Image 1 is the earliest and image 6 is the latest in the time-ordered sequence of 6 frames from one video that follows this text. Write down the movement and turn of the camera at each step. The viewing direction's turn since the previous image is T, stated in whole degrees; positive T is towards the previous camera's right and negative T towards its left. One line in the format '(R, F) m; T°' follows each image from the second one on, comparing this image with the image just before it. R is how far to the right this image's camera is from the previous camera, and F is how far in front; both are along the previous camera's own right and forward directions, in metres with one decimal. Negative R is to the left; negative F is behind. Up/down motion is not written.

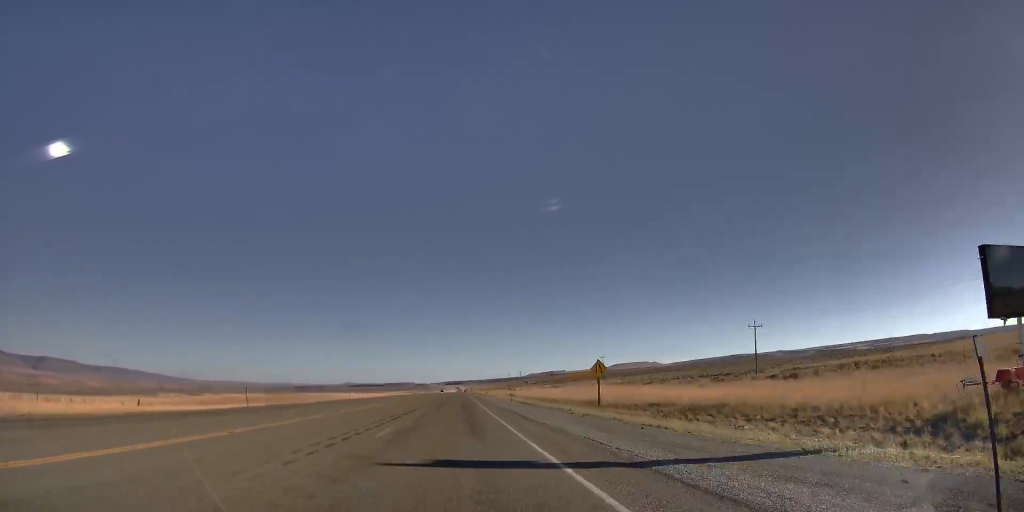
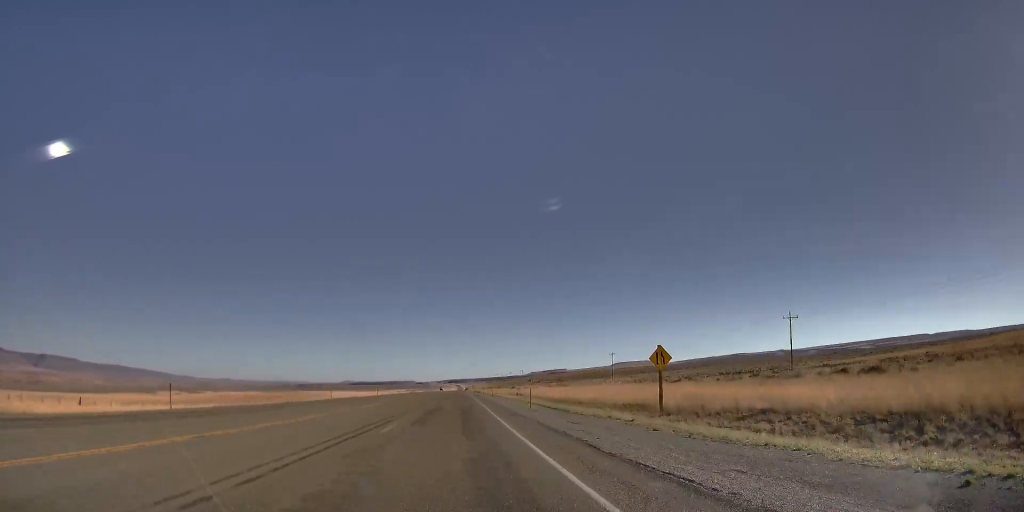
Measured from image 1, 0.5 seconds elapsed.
(0.0, +13.7) m; 0°
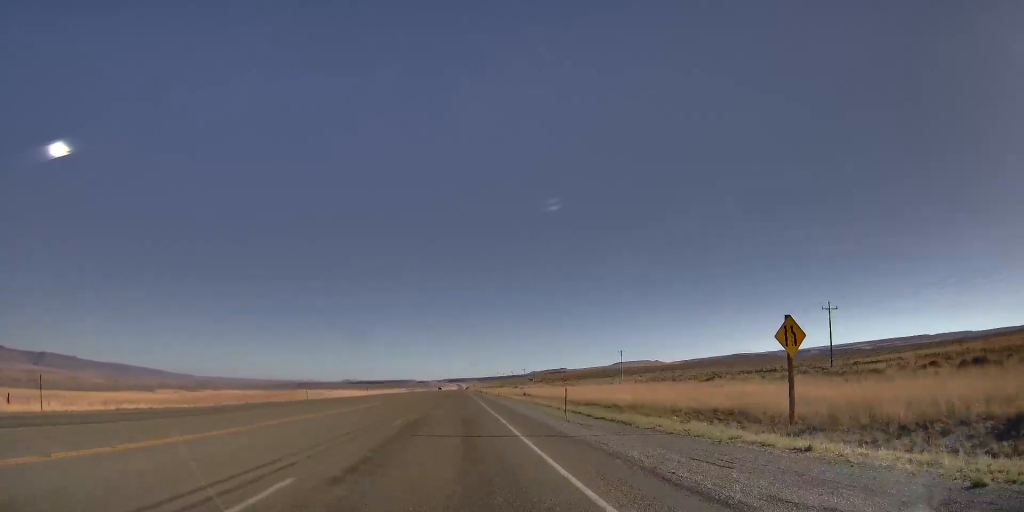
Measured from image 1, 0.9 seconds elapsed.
(+0.1, +12.8) m; 0°
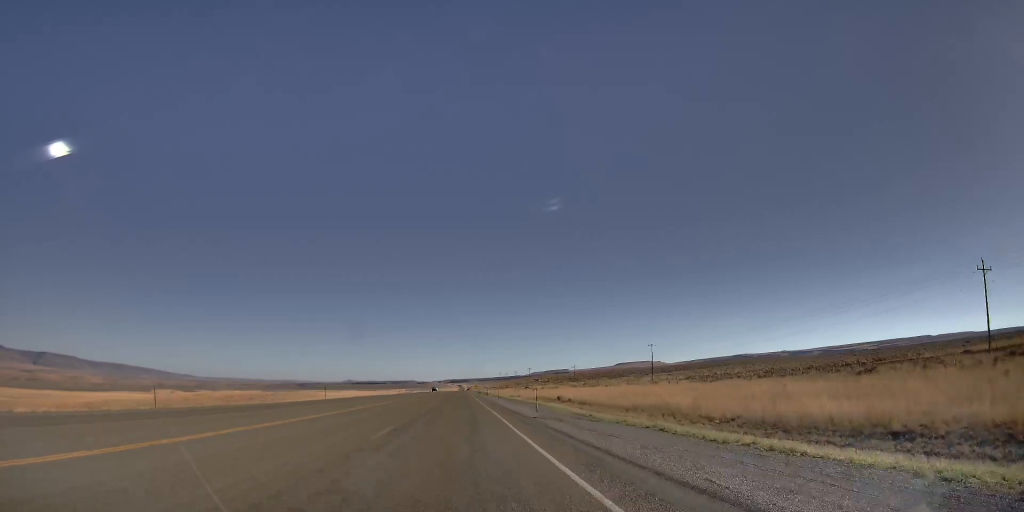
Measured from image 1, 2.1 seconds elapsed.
(+0.2, +35.3) m; 0°
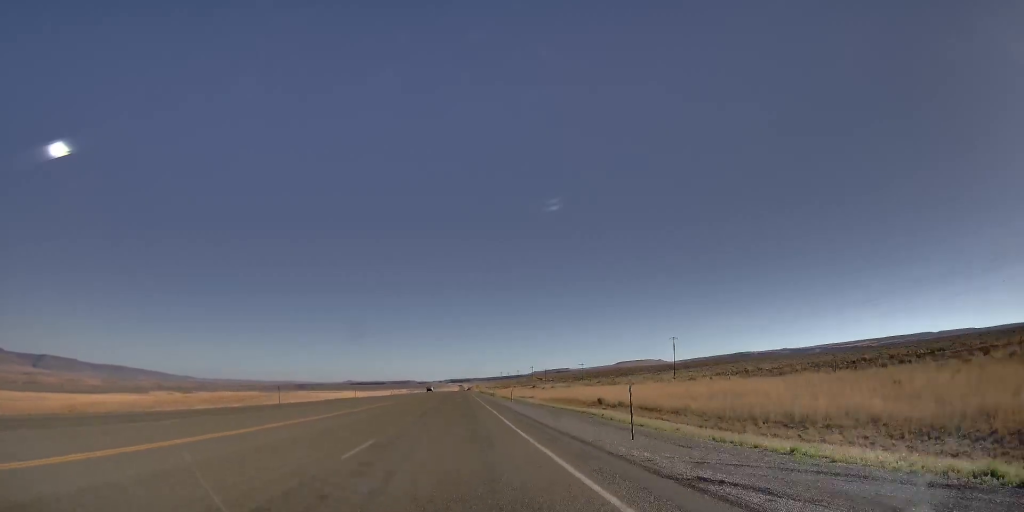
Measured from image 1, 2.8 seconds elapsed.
(-0.2, +19.7) m; 0°
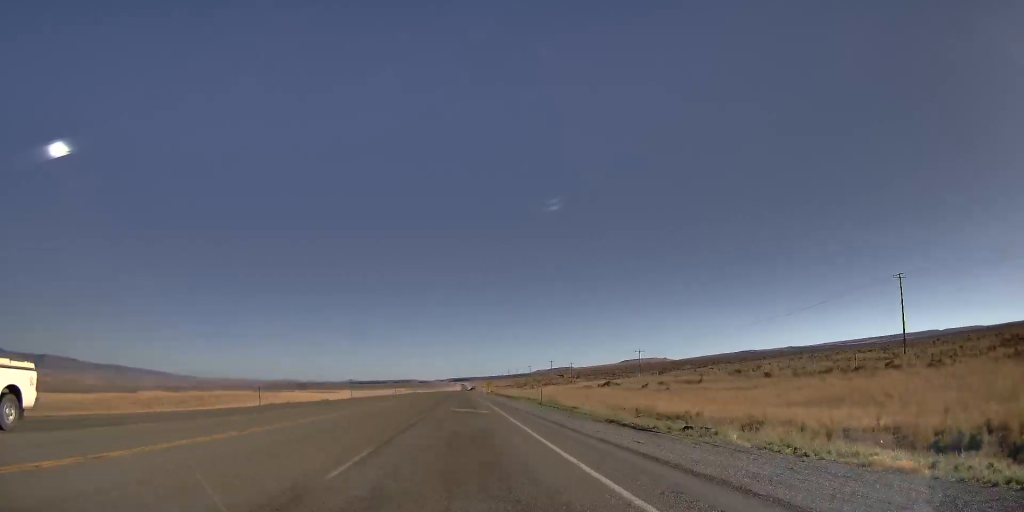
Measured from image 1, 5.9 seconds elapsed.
(+0.6, +92.8) m; +1°
